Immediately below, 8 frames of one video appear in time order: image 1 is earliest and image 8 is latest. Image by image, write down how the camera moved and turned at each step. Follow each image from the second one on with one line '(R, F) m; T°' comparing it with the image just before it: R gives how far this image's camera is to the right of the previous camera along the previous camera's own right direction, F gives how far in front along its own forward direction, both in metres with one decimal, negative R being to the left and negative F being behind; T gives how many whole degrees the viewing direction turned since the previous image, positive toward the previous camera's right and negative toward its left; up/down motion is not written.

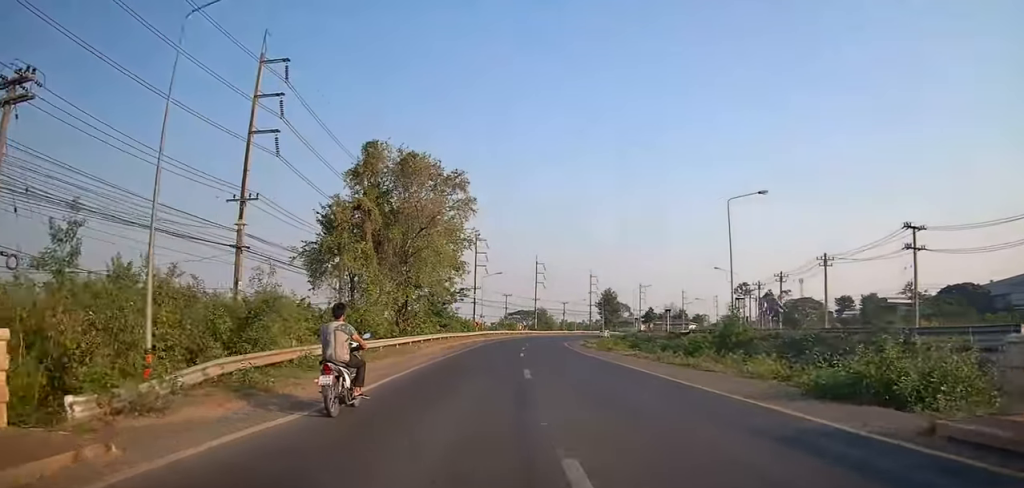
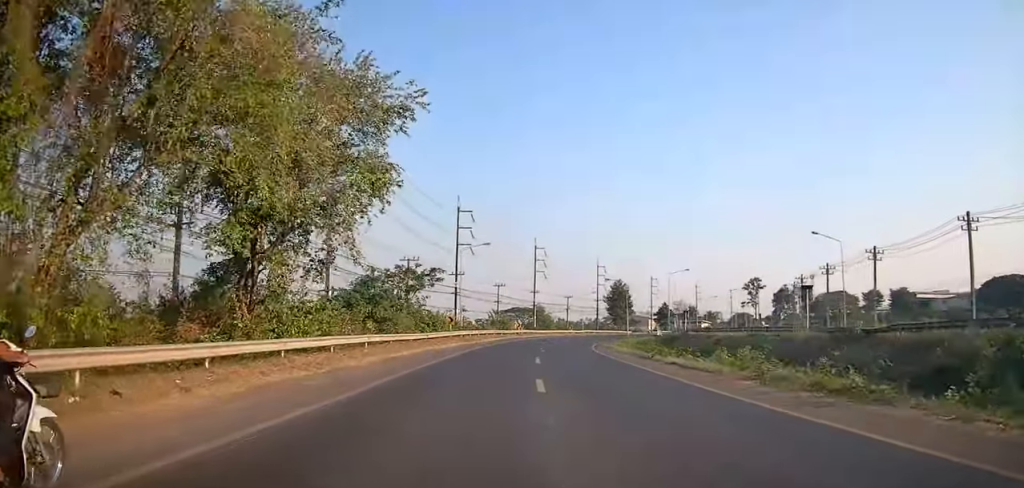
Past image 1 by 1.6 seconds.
(0.0, +27.4) m; +2°
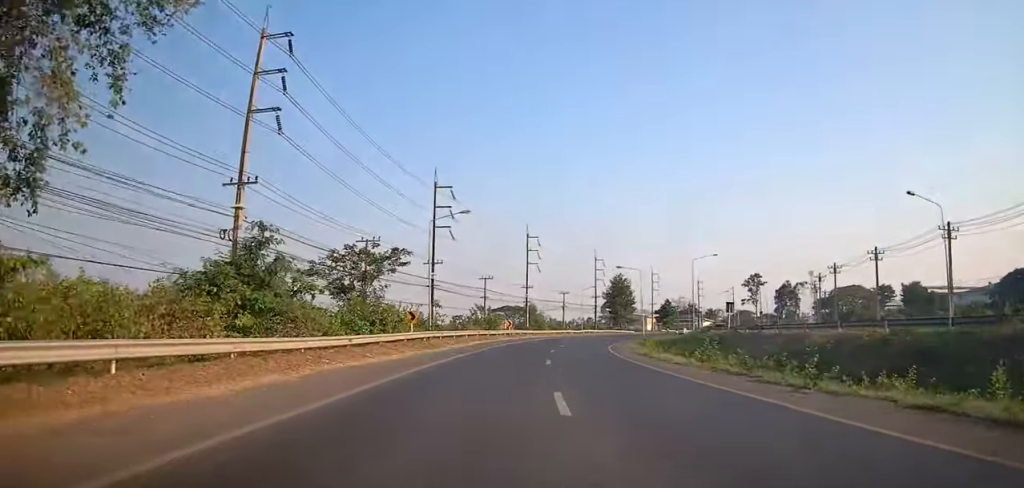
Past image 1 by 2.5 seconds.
(+0.4, +15.0) m; 0°
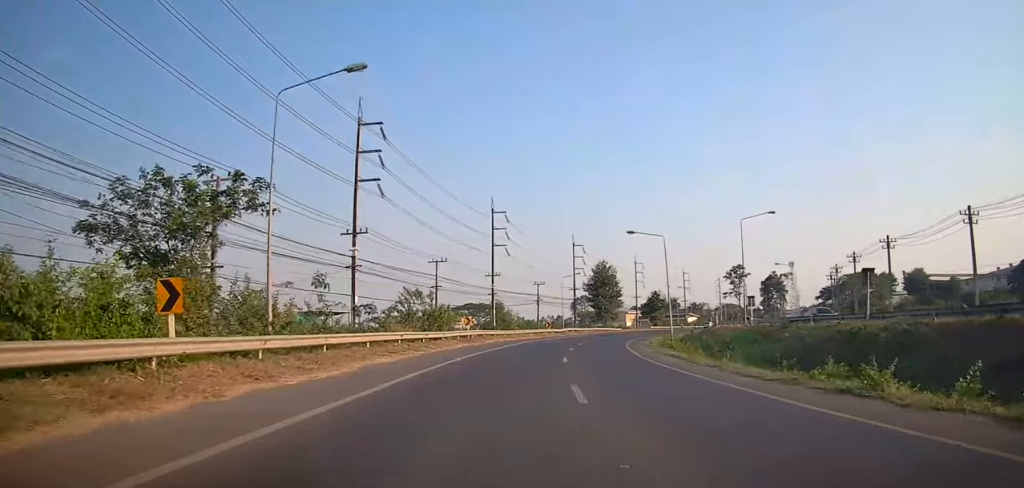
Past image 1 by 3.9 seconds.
(+0.5, +22.9) m; +4°
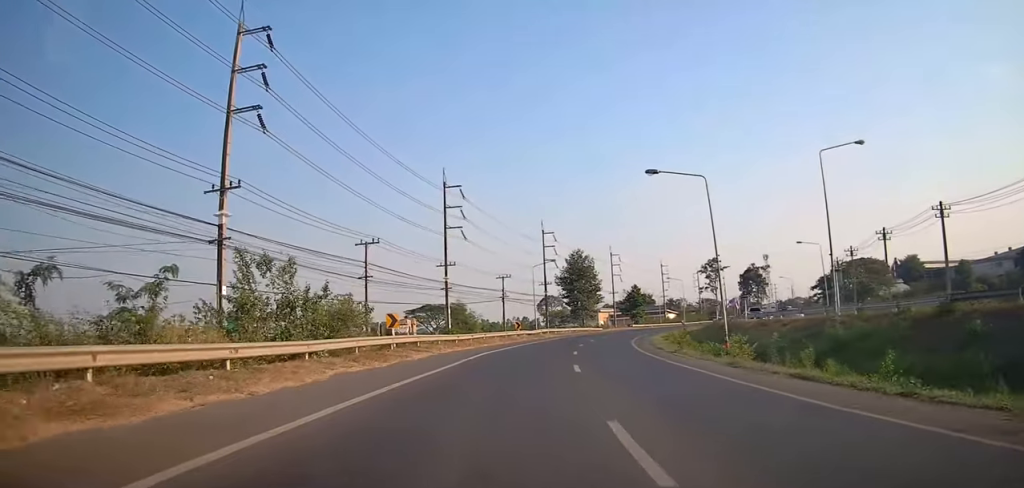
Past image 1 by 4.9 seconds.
(+0.3, +17.7) m; +3°
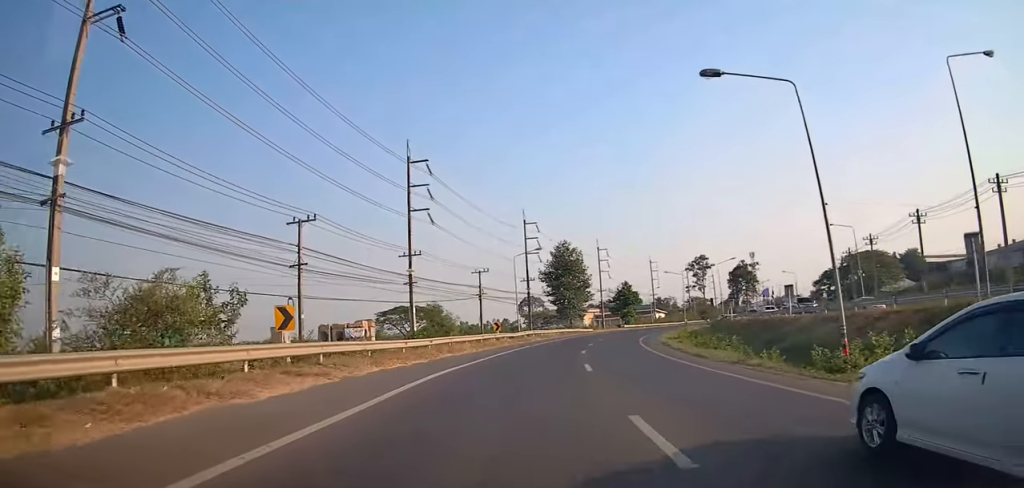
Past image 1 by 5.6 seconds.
(+0.1, +11.6) m; +3°
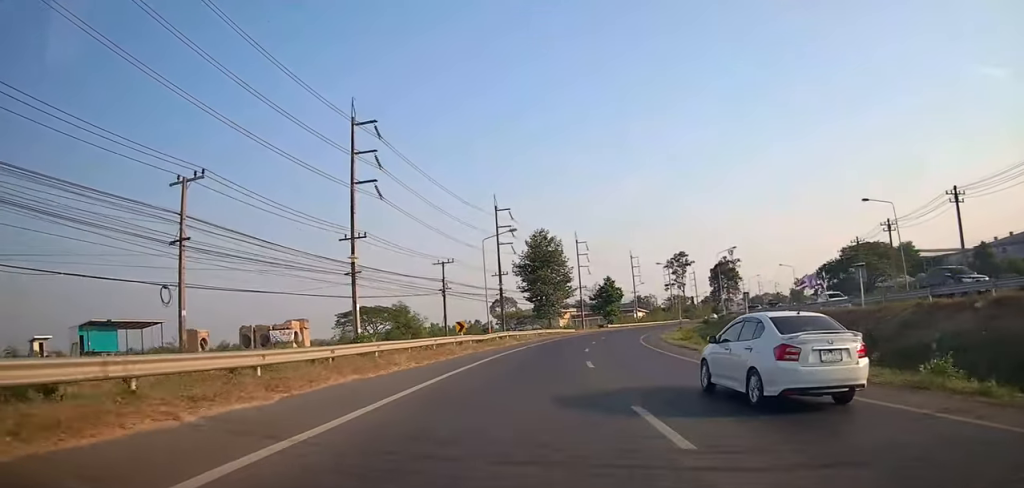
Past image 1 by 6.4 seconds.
(+0.8, +11.6) m; +4°
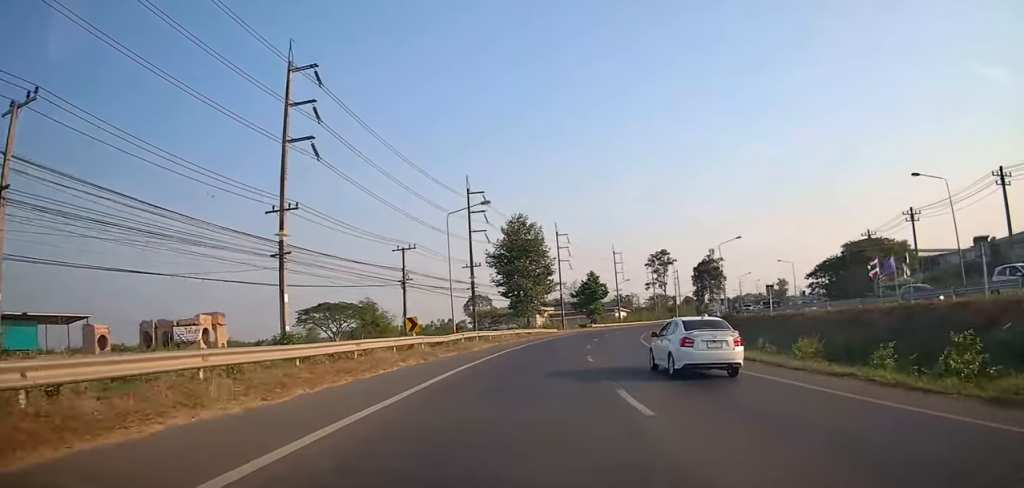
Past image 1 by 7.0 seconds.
(0.0, +10.1) m; 0°
